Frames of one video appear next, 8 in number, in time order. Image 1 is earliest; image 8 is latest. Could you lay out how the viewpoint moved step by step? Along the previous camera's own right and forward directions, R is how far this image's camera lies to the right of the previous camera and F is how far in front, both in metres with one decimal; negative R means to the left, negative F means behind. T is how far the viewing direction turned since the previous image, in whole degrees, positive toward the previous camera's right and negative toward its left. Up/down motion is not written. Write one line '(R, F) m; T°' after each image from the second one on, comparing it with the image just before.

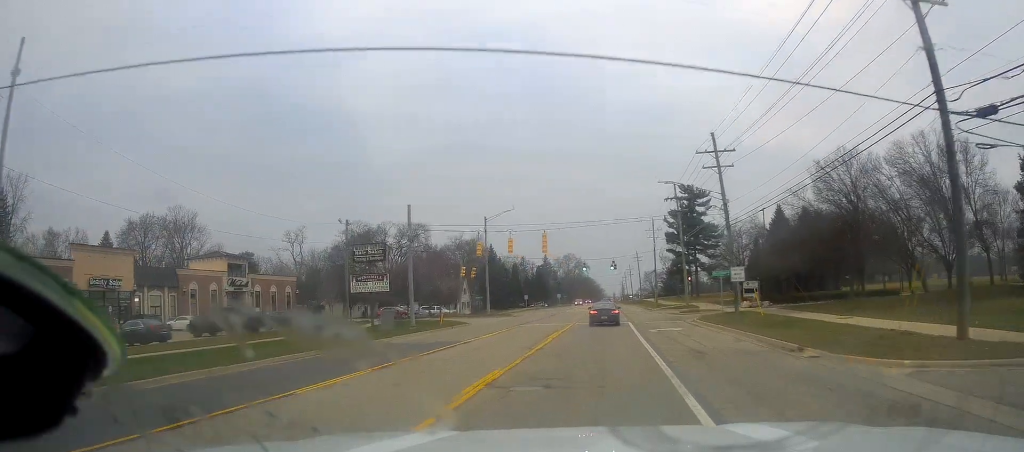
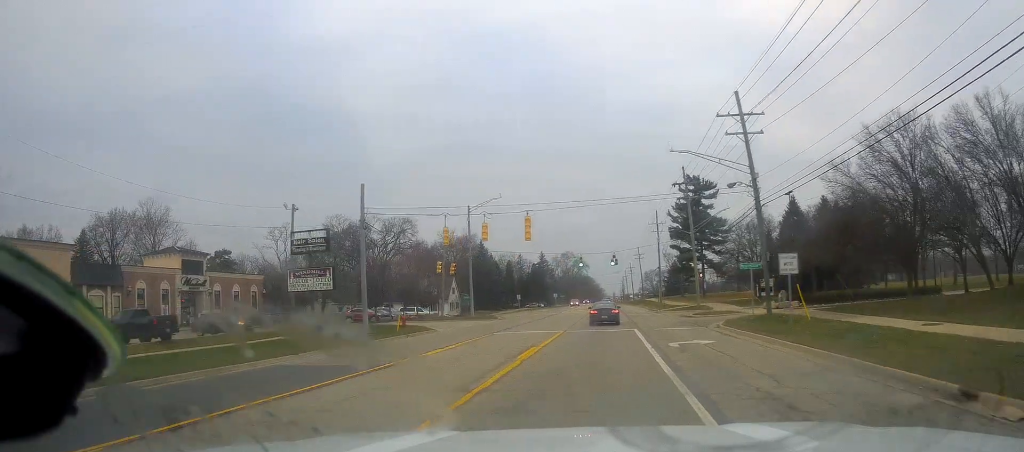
(-0.1, +9.1) m; +1°
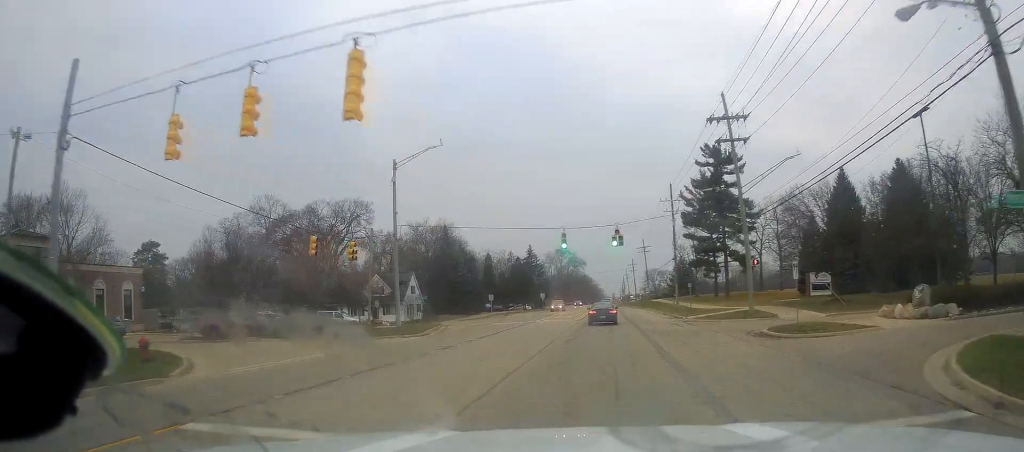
(+0.6, +23.6) m; 0°
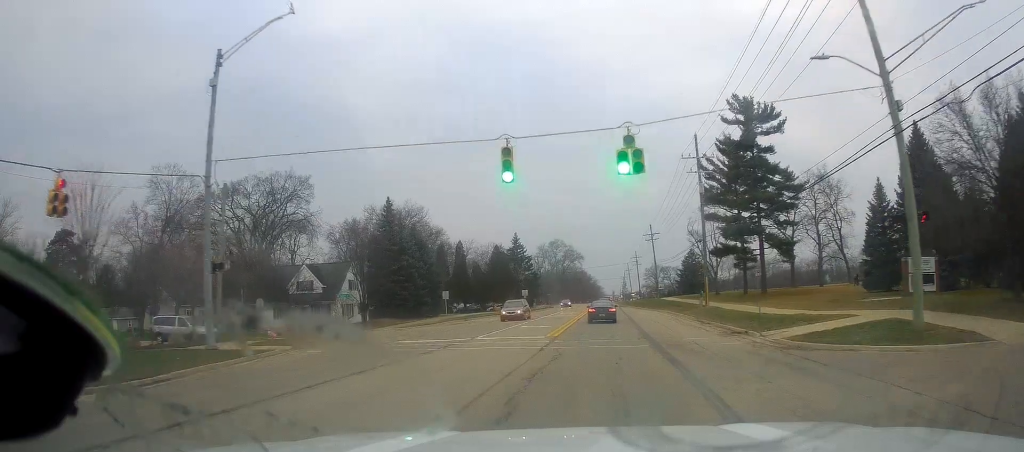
(-0.5, +21.9) m; -2°
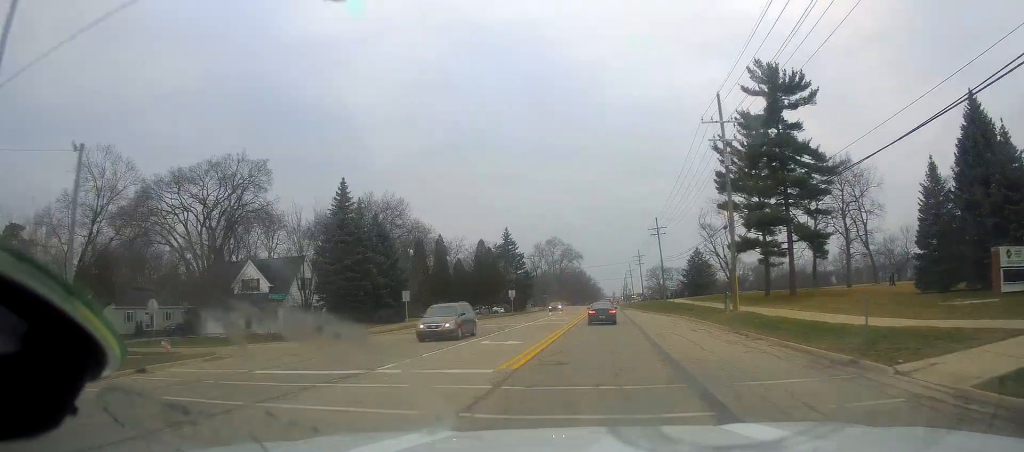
(0.0, +11.4) m; 0°
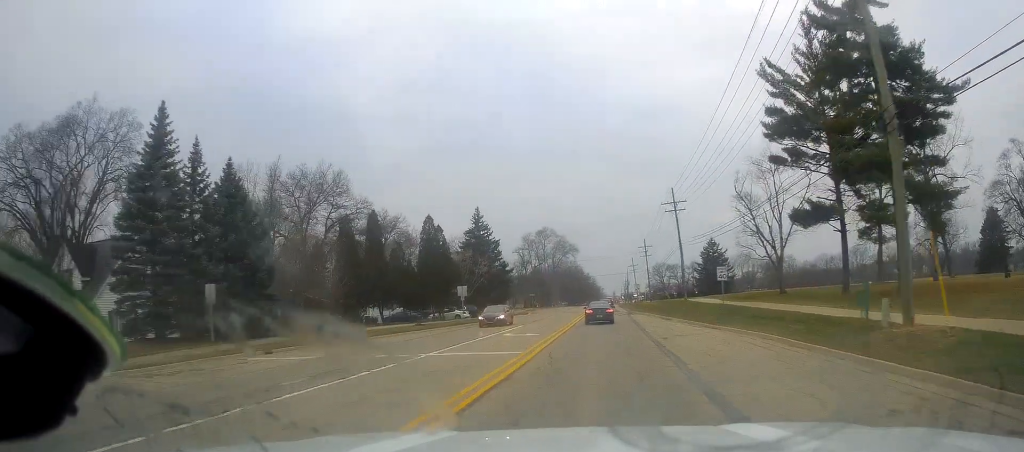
(0.0, +24.0) m; 0°
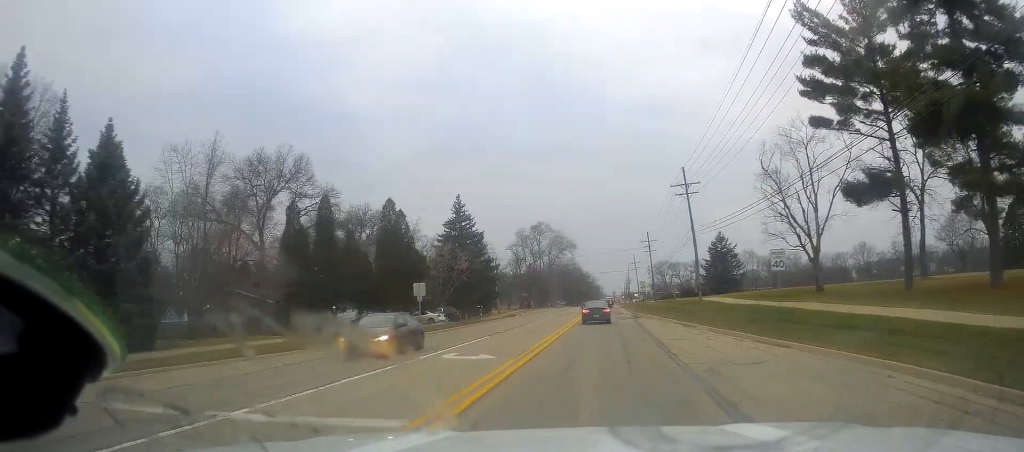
(0.0, +10.6) m; 0°
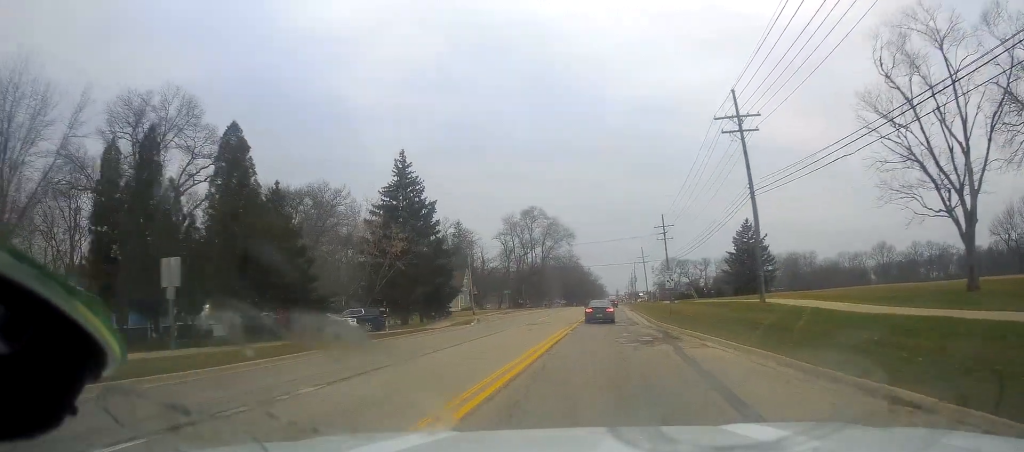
(0.0, +22.4) m; +1°
